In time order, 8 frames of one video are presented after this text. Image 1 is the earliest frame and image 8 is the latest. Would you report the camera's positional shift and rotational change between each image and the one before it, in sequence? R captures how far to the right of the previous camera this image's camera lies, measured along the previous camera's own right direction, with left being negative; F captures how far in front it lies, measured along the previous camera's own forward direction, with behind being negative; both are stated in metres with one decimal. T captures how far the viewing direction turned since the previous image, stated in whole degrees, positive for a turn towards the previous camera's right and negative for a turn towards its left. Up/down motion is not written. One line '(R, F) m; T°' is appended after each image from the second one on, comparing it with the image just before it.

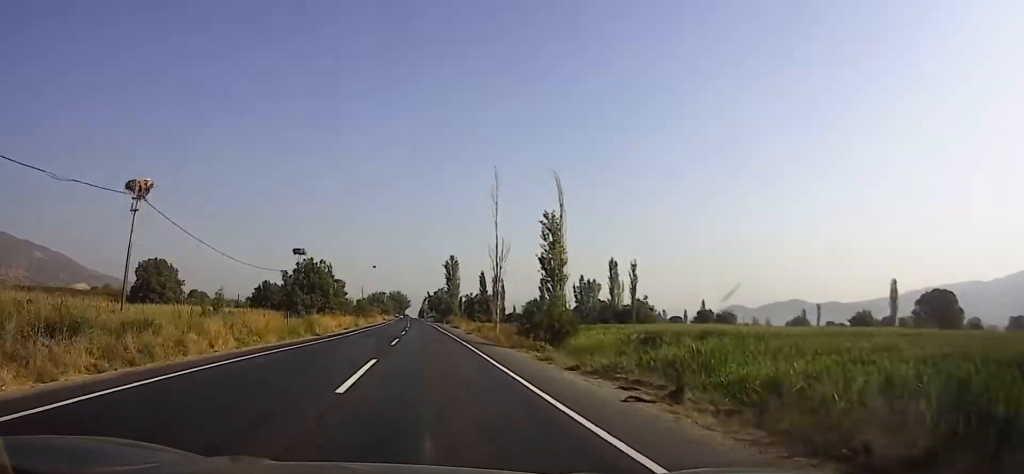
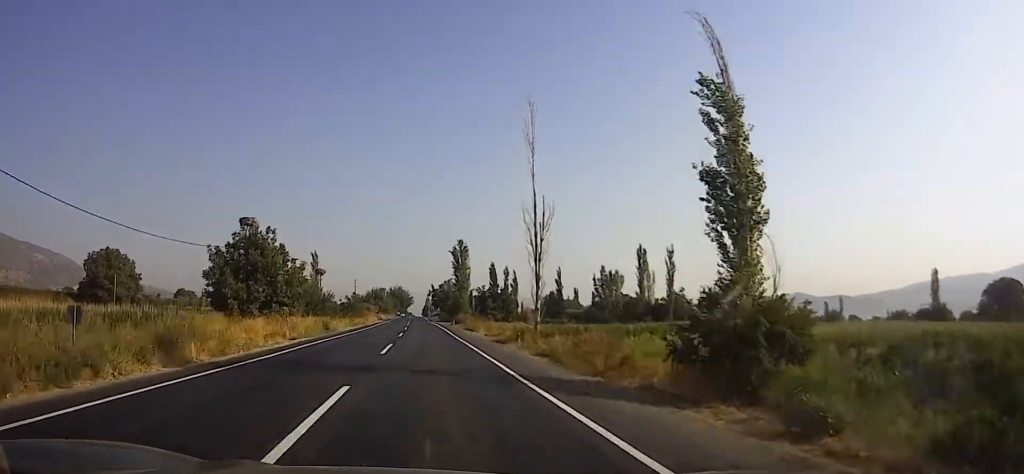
(-0.5, +22.8) m; -1°
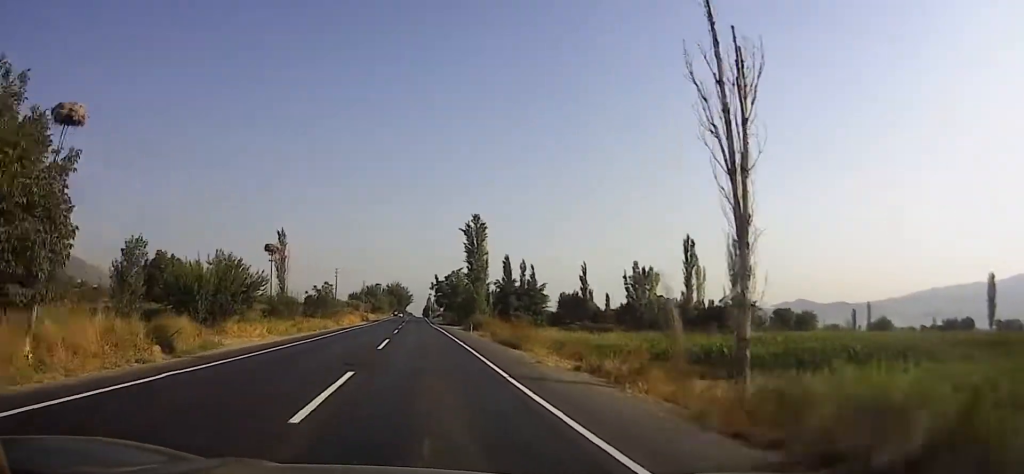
(-0.3, +29.9) m; -1°
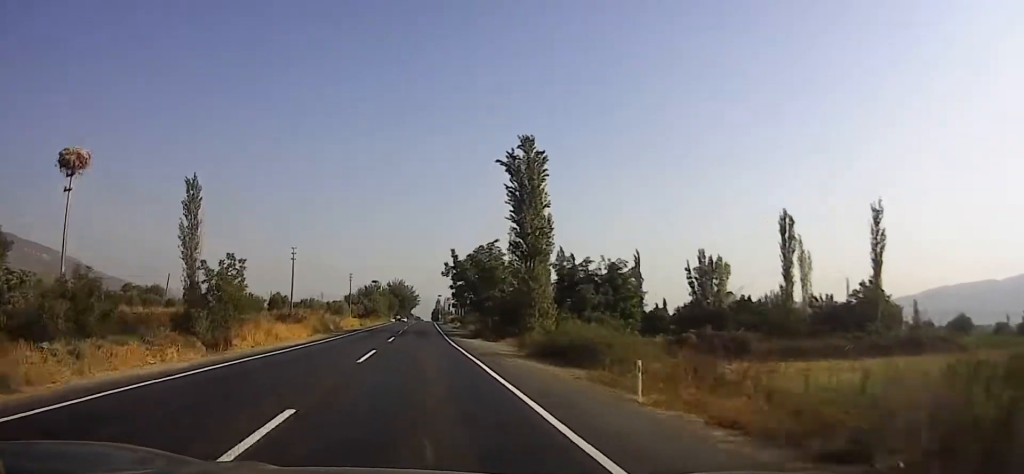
(-0.6, +38.9) m; -1°
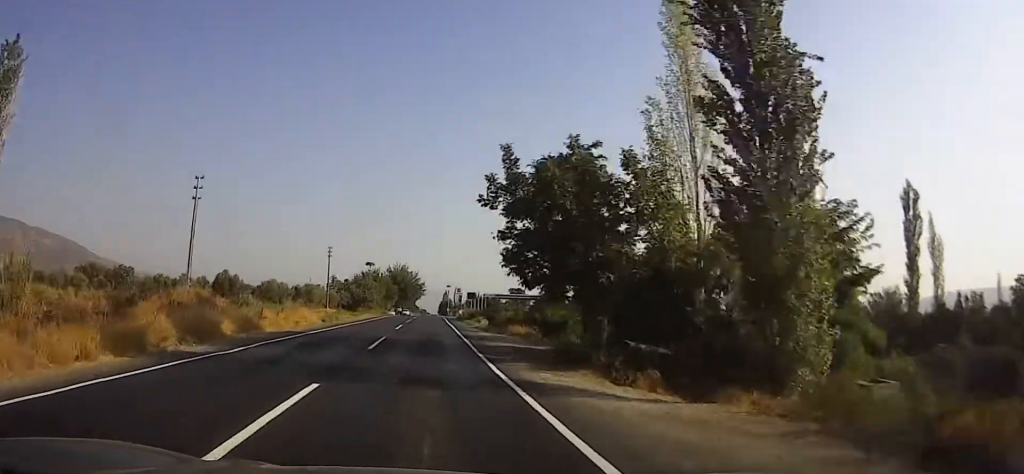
(-0.1, +31.1) m; 0°
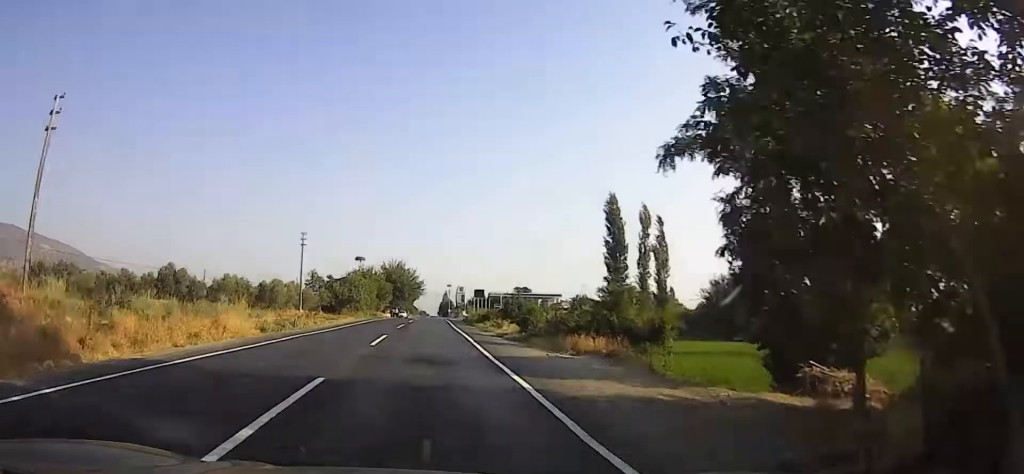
(0.0, +17.6) m; 0°
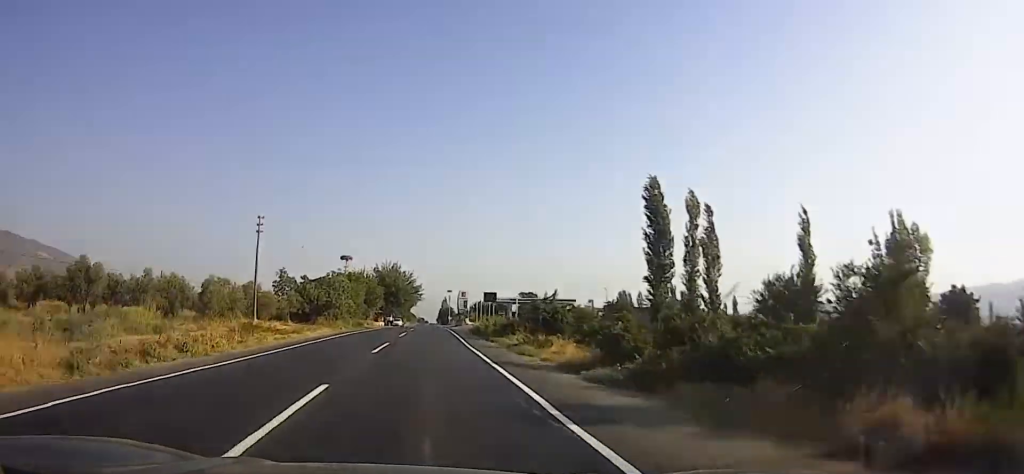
(-0.1, +17.8) m; 0°
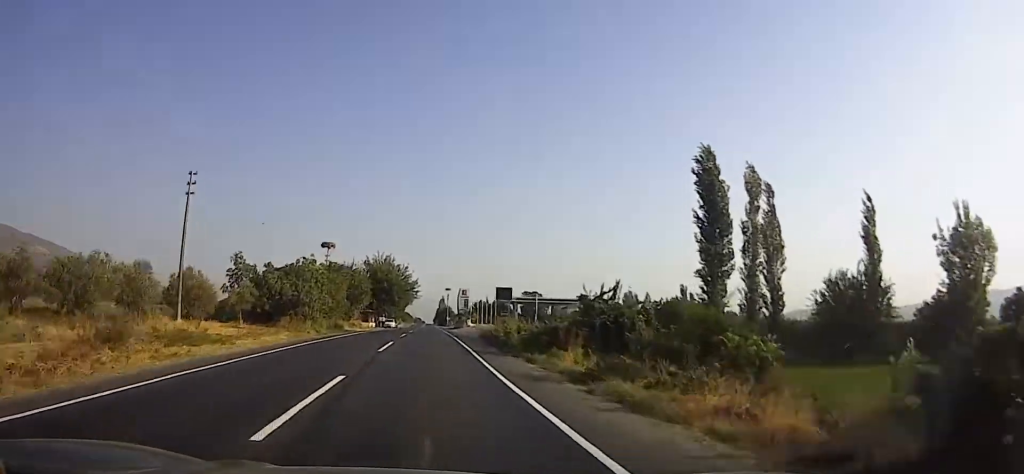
(+0.1, +14.1) m; +1°
